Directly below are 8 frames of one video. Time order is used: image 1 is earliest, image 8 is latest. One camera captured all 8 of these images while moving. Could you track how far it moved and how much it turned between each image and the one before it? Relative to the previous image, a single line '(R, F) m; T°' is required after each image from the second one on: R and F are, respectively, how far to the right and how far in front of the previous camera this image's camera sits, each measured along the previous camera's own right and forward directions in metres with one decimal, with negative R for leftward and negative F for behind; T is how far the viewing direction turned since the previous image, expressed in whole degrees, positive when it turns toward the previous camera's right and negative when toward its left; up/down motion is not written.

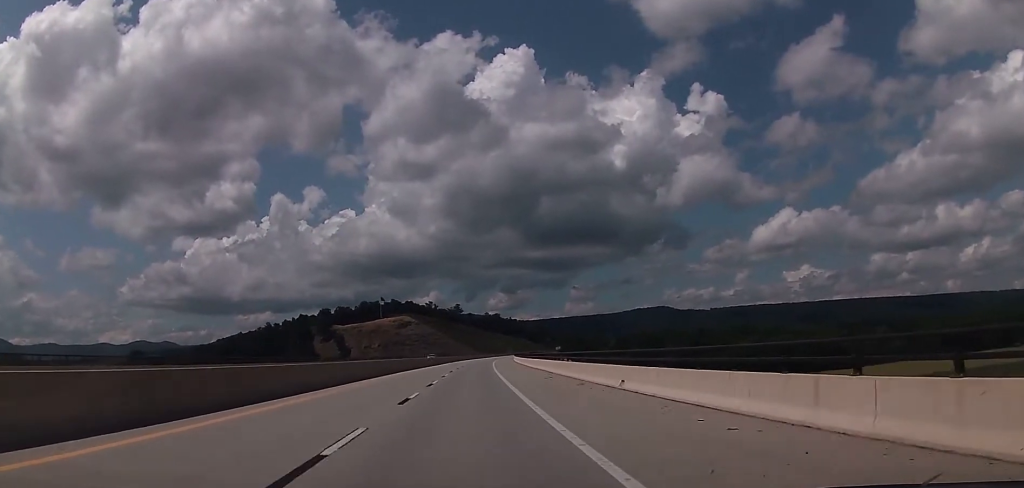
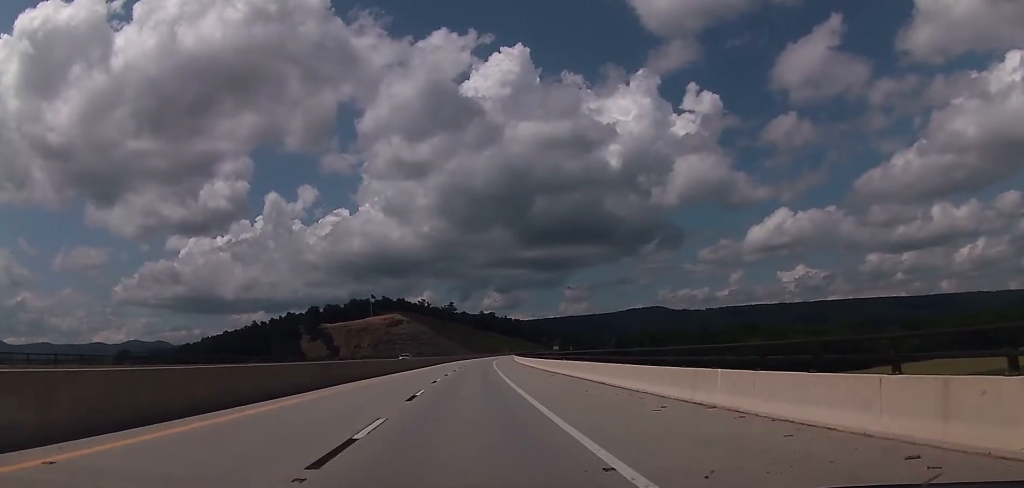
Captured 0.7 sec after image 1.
(-0.4, +22.8) m; 0°
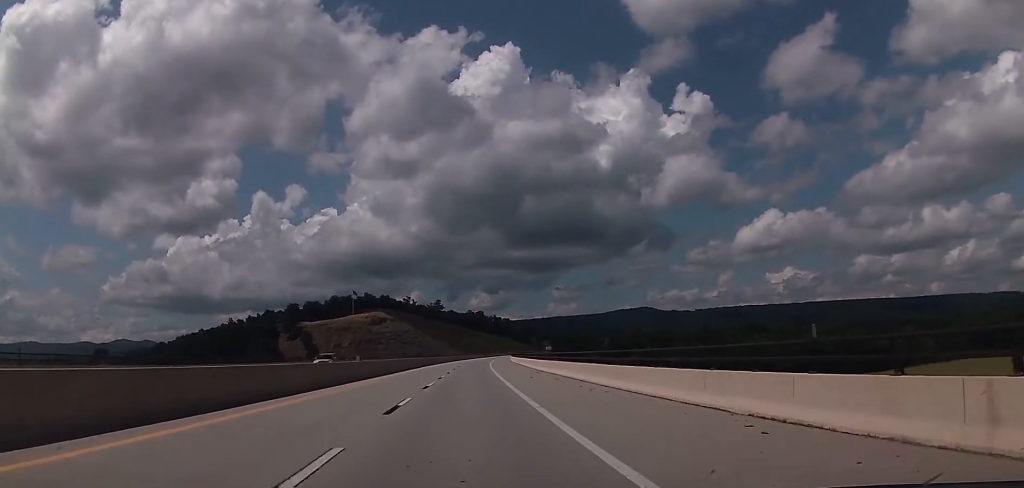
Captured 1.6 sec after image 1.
(+0.6, +29.3) m; +2°
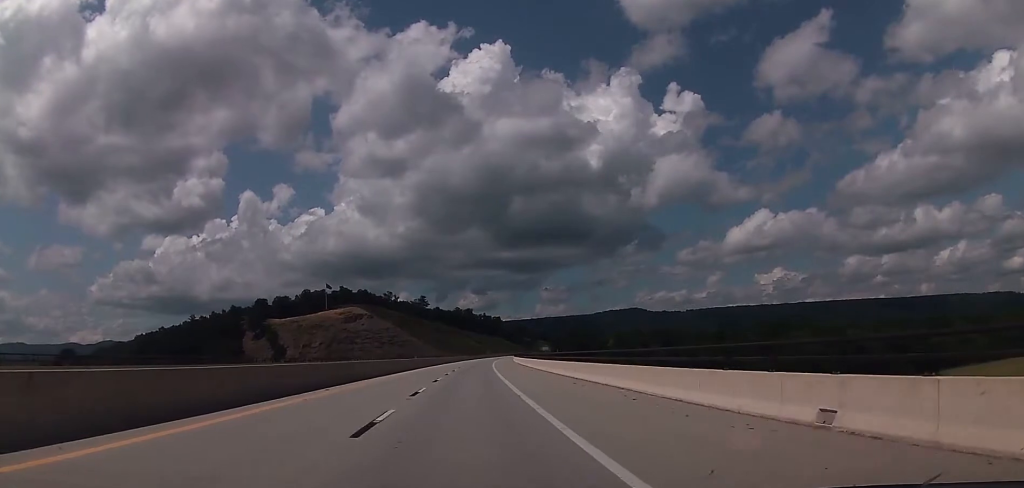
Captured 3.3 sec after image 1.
(+1.4, +54.5) m; +2°
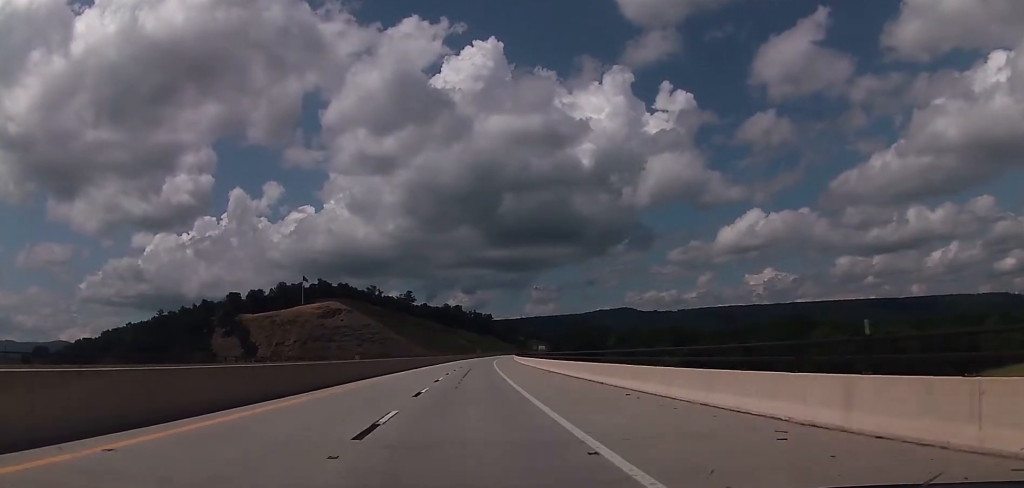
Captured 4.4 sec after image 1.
(0.0, +37.0) m; 0°
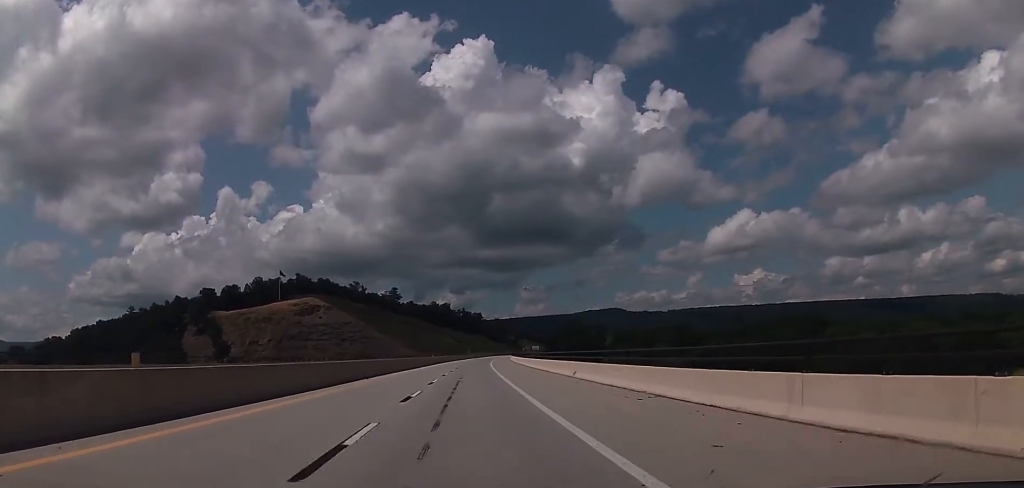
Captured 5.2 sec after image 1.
(+0.1, +27.2) m; +1°
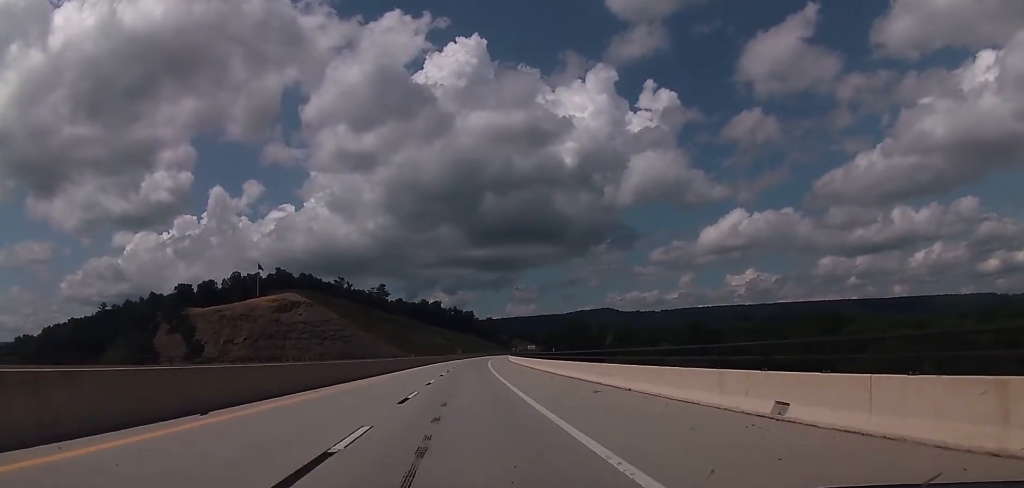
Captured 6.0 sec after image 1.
(+0.1, +25.0) m; +1°
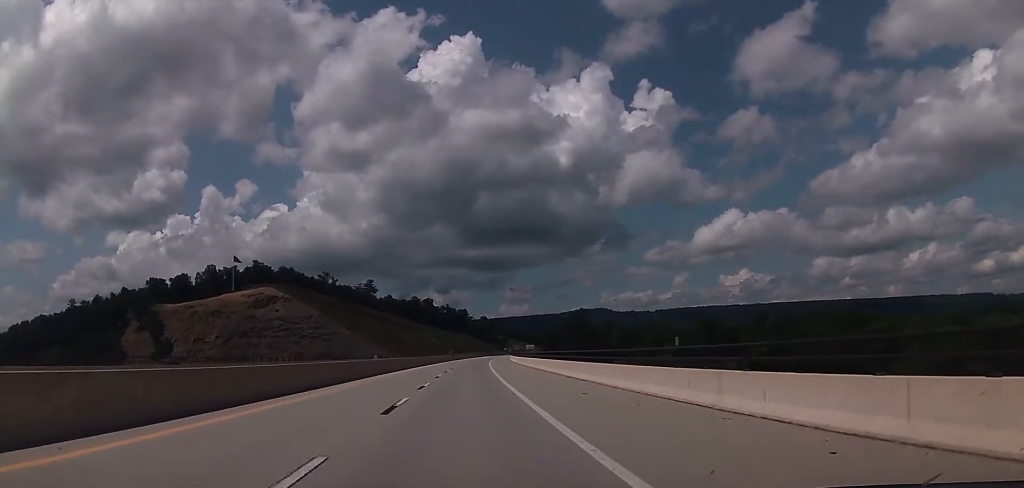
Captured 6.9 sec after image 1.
(+0.1, +28.3) m; +1°
